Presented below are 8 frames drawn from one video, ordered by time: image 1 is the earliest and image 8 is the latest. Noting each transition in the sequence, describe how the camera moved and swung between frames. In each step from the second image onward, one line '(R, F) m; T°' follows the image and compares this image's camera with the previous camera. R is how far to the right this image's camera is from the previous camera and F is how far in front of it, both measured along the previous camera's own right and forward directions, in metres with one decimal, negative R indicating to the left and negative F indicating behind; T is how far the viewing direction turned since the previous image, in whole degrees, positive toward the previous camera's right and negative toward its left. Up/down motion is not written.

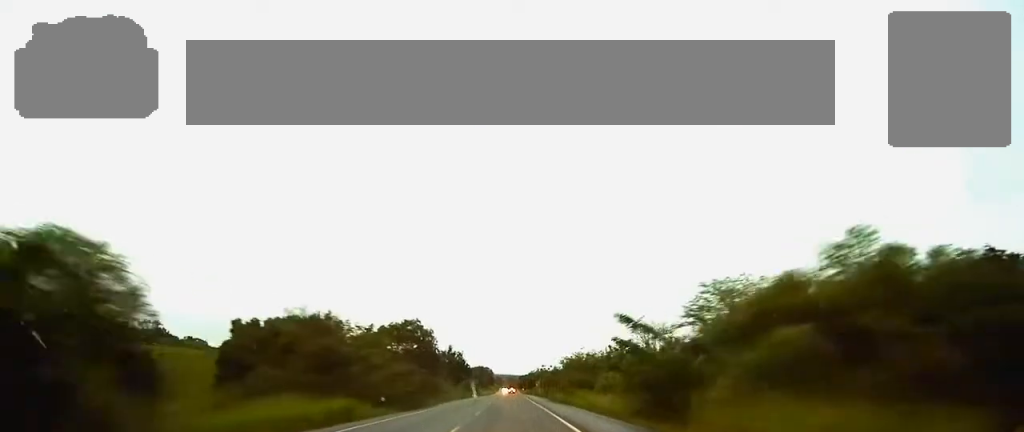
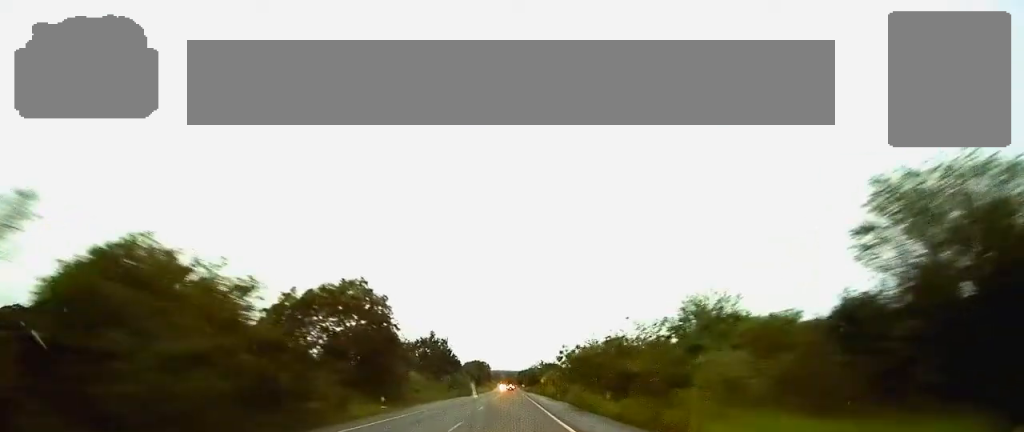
(0.0, +29.7) m; 0°
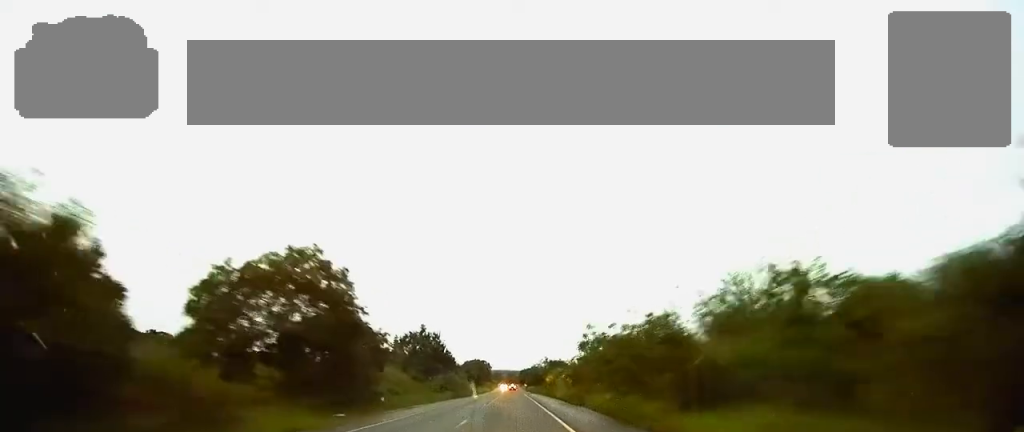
(0.0, +13.3) m; 0°
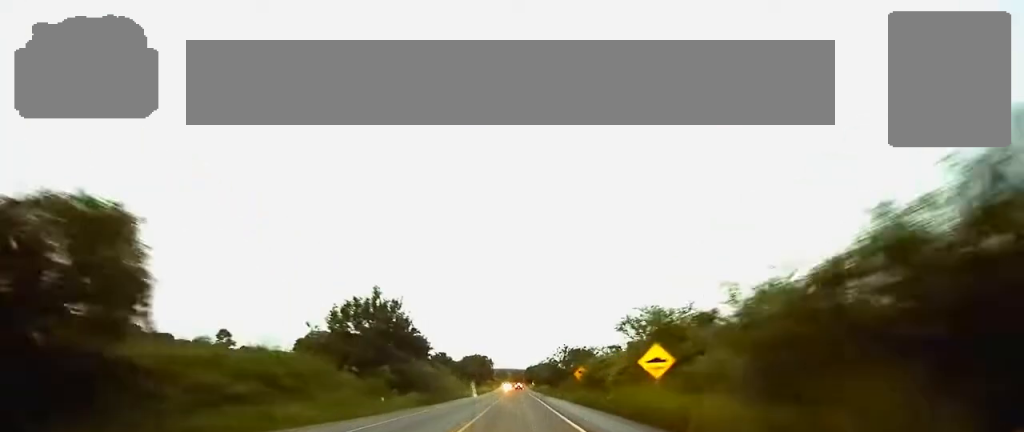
(-0.1, +37.1) m; 0°
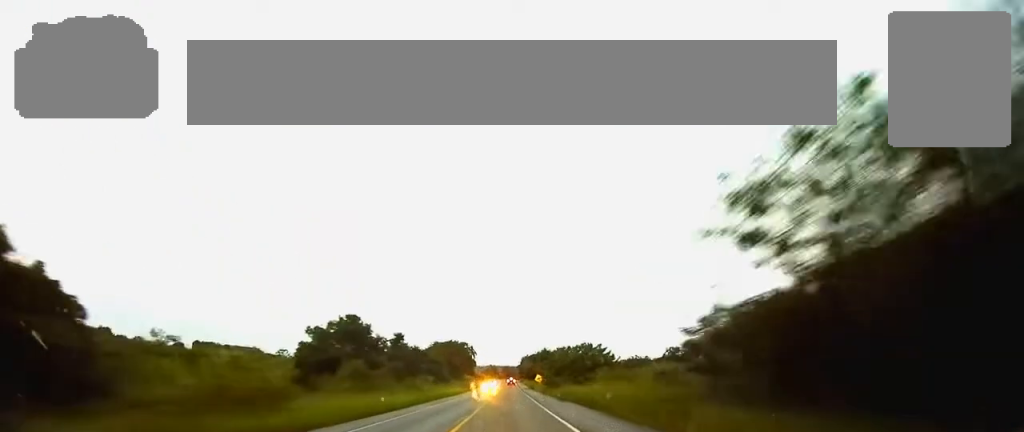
(+0.2, +80.5) m; 0°
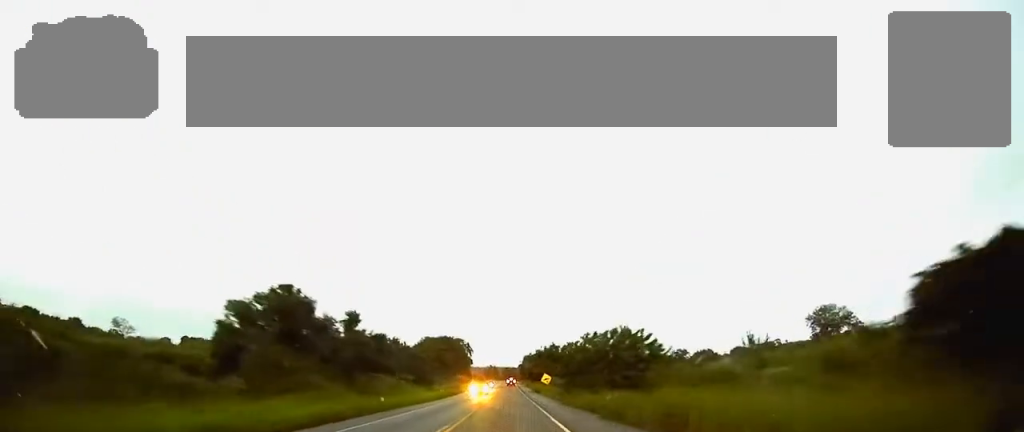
(0.0, +22.2) m; 0°
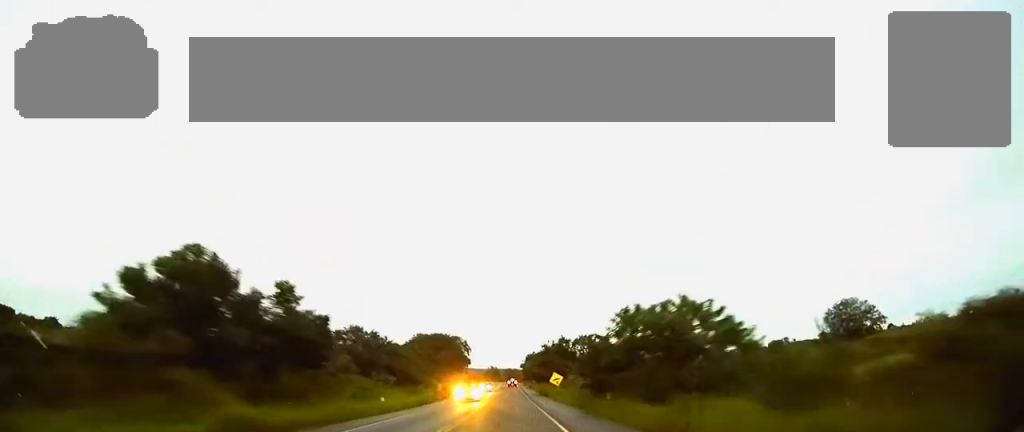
(0.0, +16.3) m; 0°
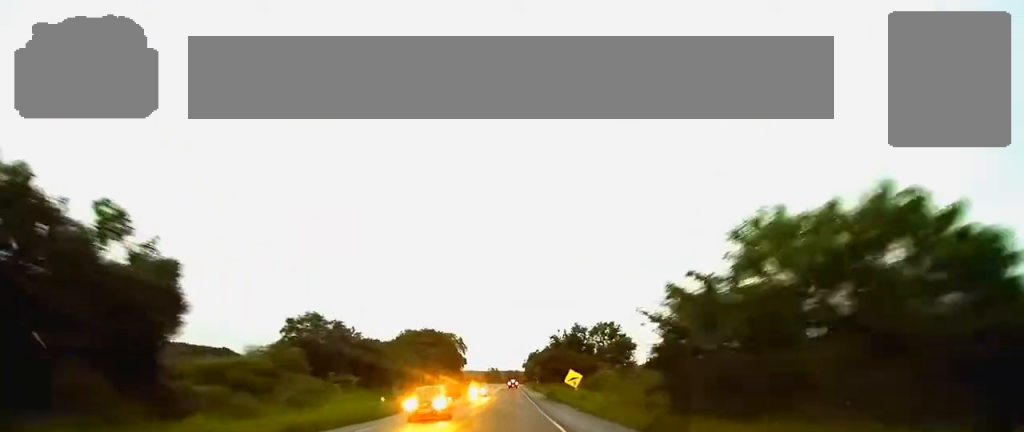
(-0.1, +18.1) m; 0°
